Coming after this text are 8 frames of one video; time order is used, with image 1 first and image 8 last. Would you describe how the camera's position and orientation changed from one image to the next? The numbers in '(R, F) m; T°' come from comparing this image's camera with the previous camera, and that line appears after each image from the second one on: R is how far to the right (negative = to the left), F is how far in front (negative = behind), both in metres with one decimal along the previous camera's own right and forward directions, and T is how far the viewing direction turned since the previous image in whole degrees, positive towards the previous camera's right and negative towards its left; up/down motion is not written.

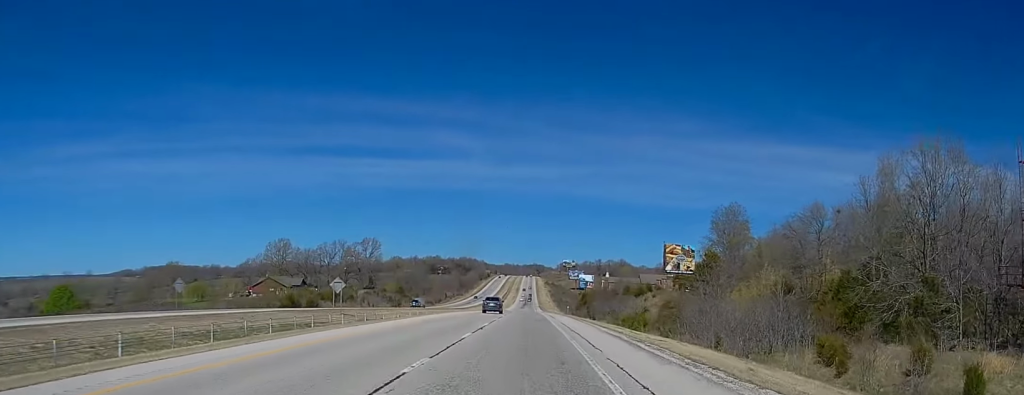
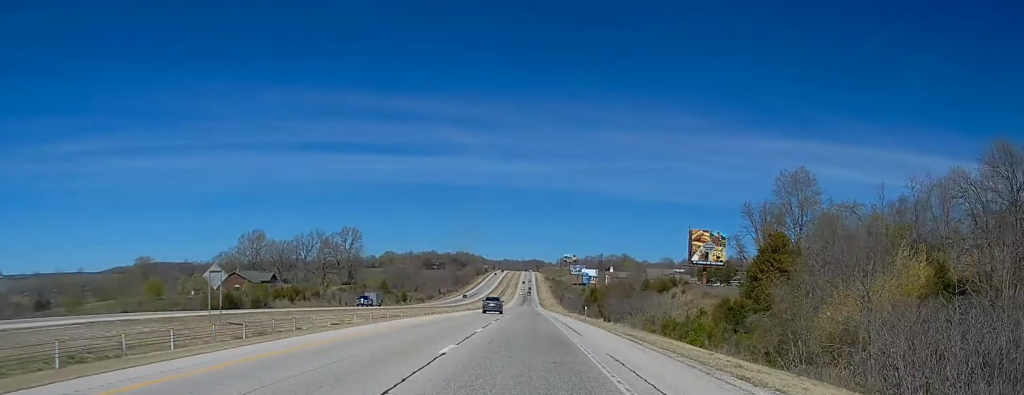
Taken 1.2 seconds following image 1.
(-0.1, +31.5) m; 0°
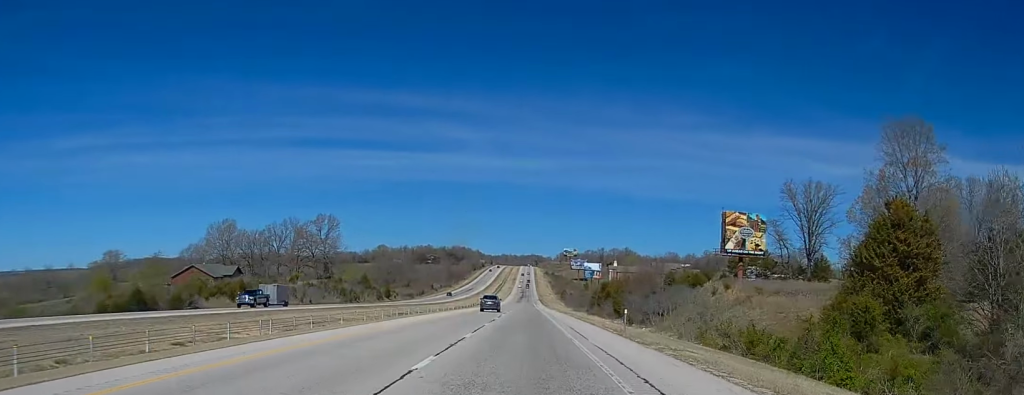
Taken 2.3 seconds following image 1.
(+0.3, +29.3) m; +1°
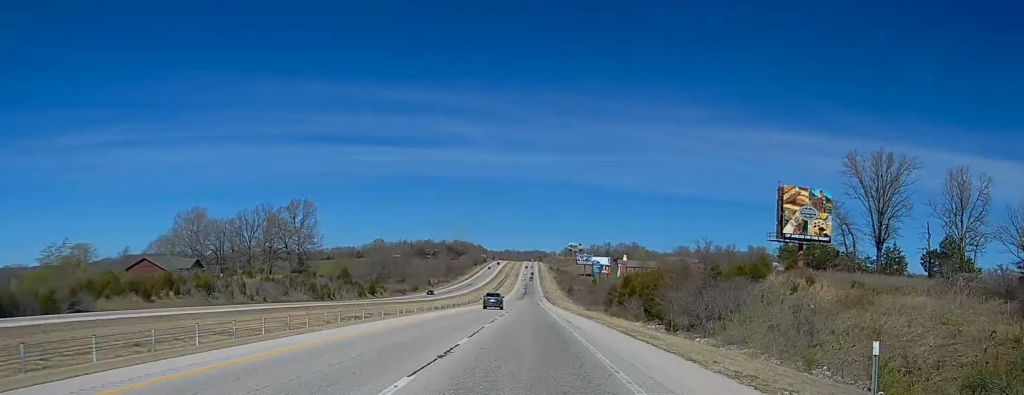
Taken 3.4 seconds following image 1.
(+0.2, +29.2) m; -1°
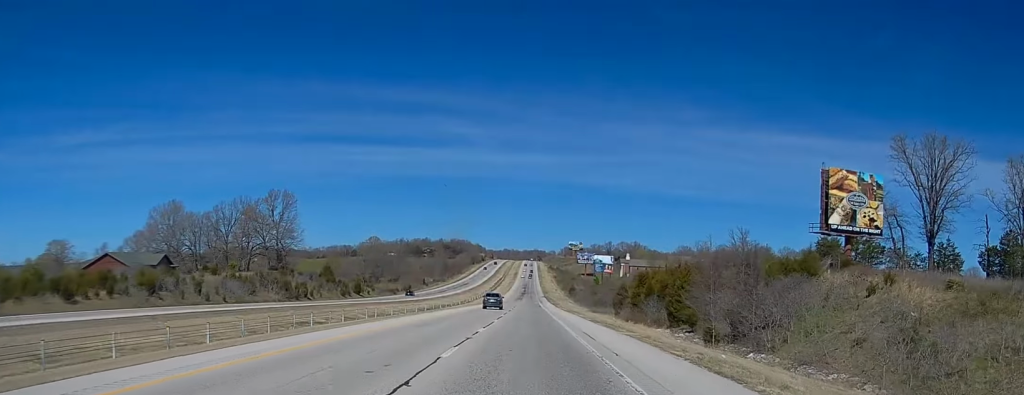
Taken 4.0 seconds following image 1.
(-0.3, +16.8) m; -1°
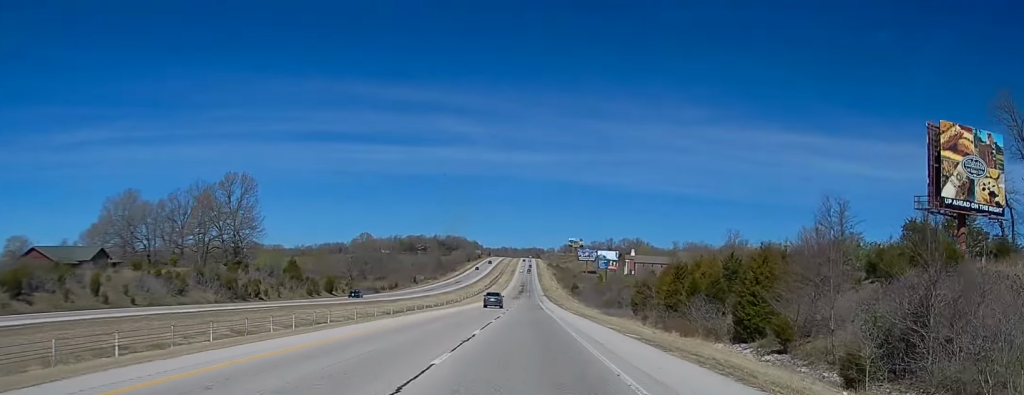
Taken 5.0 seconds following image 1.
(0.0, +26.6) m; 0°
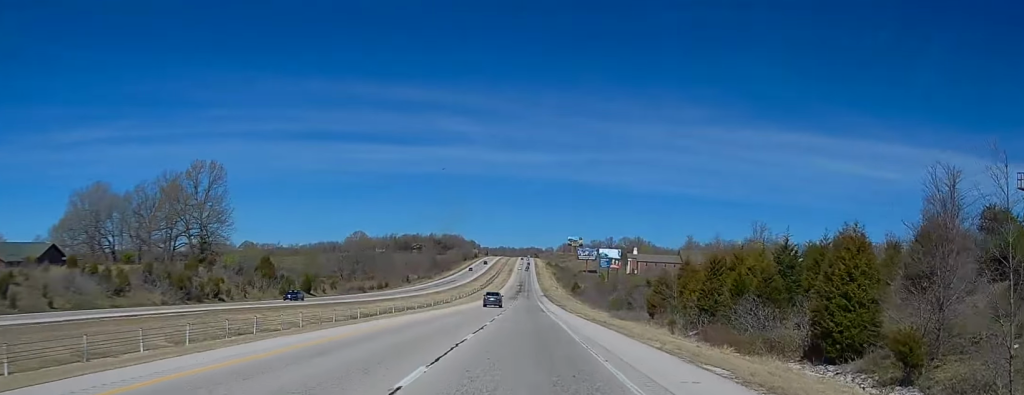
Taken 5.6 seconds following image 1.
(0.0, +16.0) m; 0°
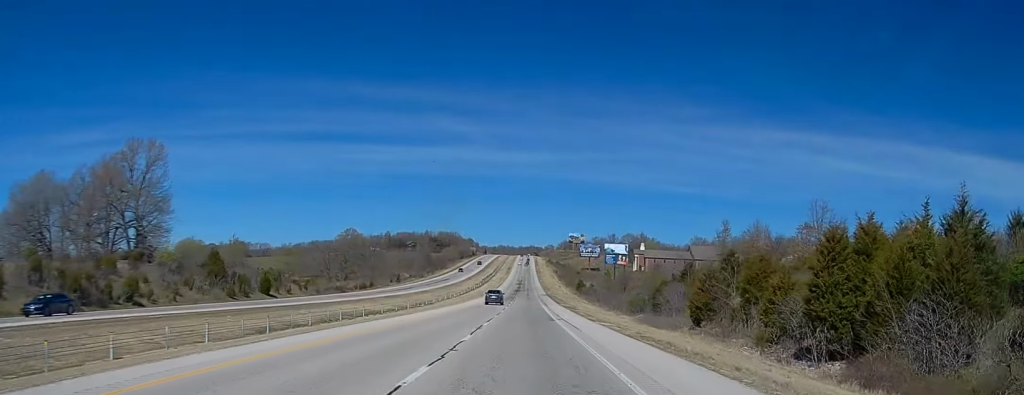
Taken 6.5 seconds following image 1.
(0.0, +24.8) m; 0°
